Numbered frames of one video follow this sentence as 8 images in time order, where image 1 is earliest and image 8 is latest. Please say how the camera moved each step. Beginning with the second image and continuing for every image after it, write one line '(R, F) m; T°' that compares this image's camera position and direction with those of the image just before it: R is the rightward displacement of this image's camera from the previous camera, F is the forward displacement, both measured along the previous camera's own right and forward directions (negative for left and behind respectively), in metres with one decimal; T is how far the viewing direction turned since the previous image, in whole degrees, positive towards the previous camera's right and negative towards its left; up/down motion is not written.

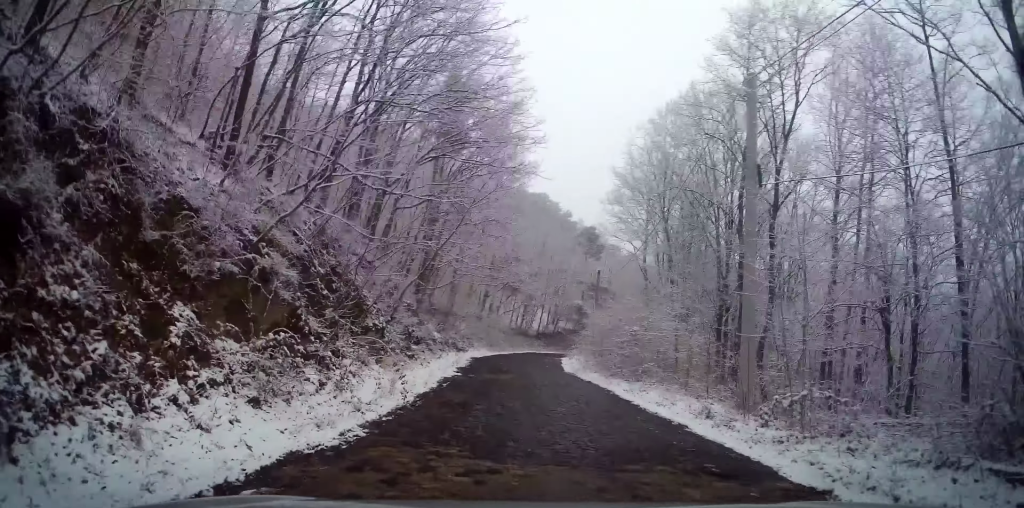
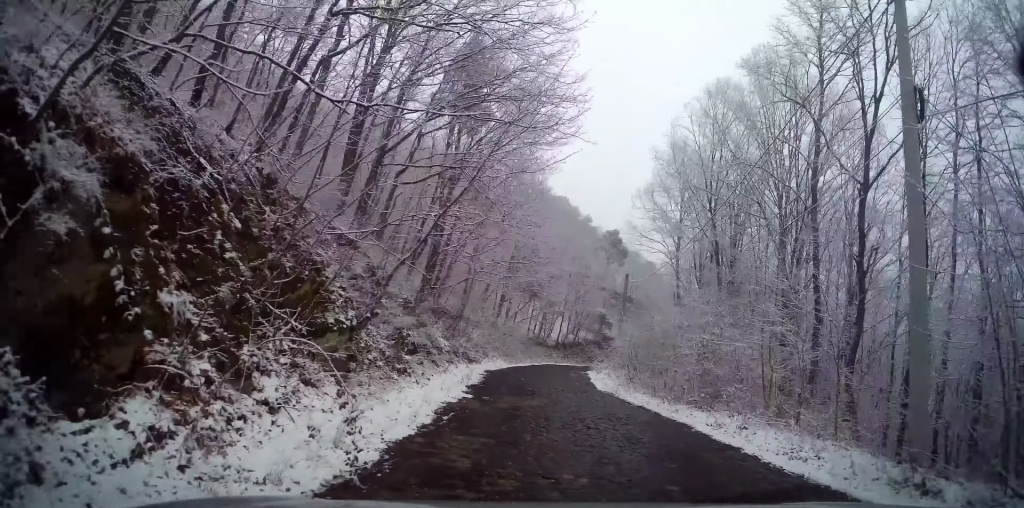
(-0.1, +5.6) m; -4°
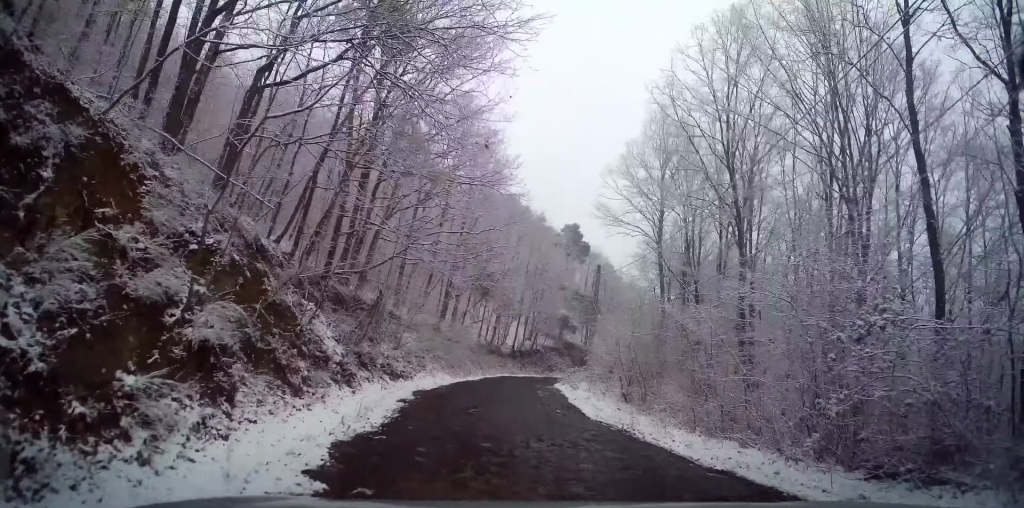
(-0.4, +9.2) m; +1°
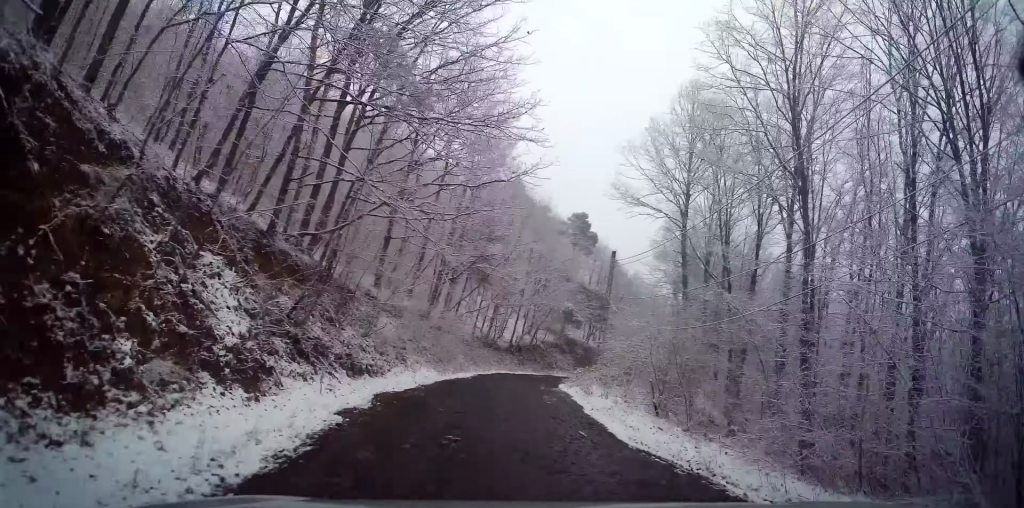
(+0.2, +5.0) m; +3°
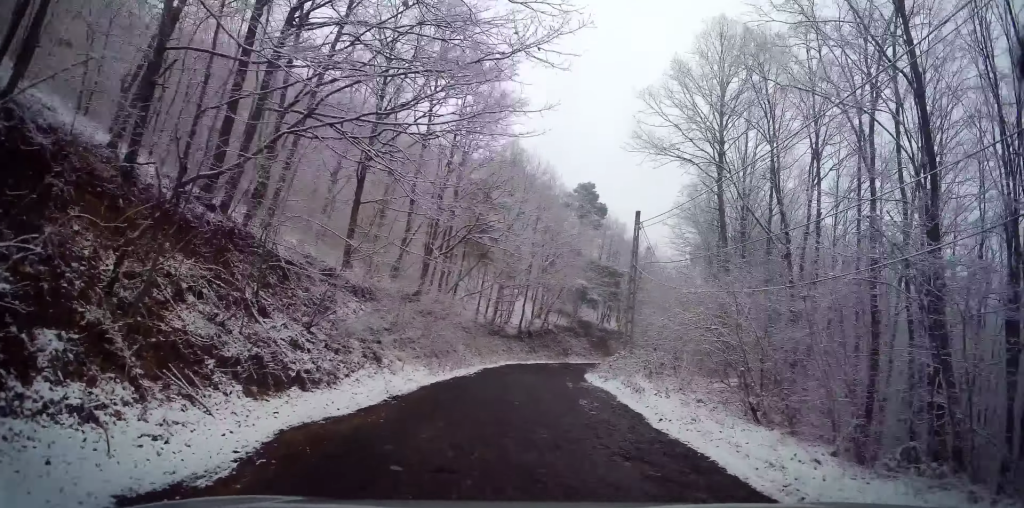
(+0.2, +6.5) m; +1°
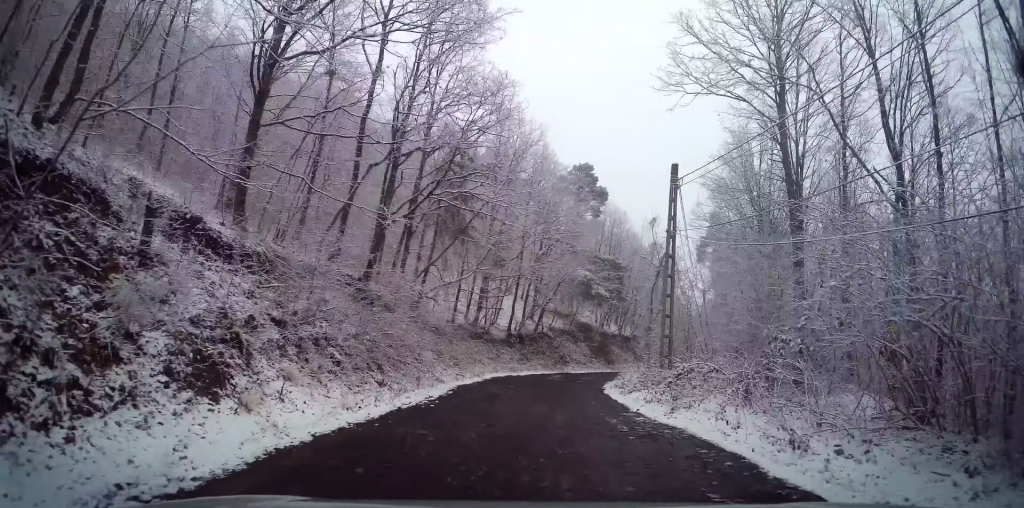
(-0.3, +8.6) m; -2°
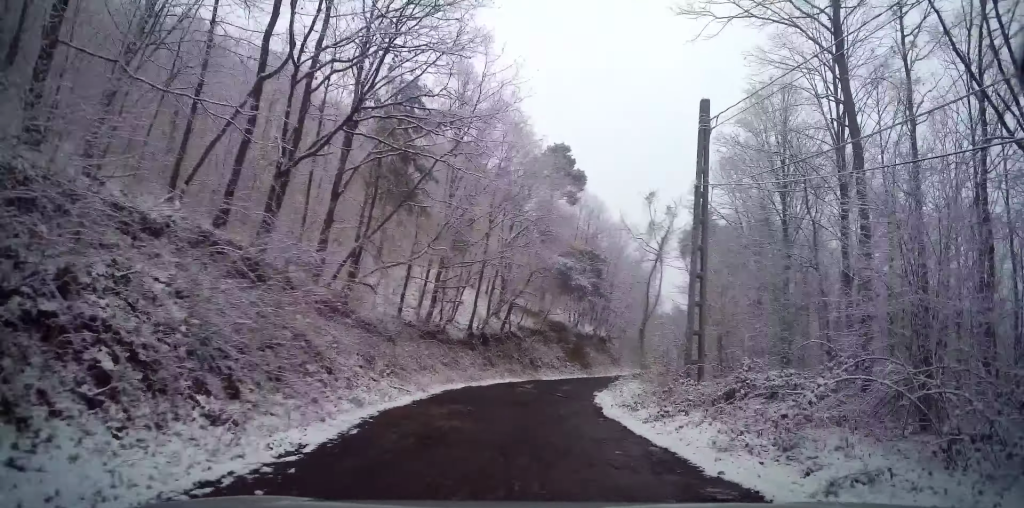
(+0.1, +6.3) m; +3°
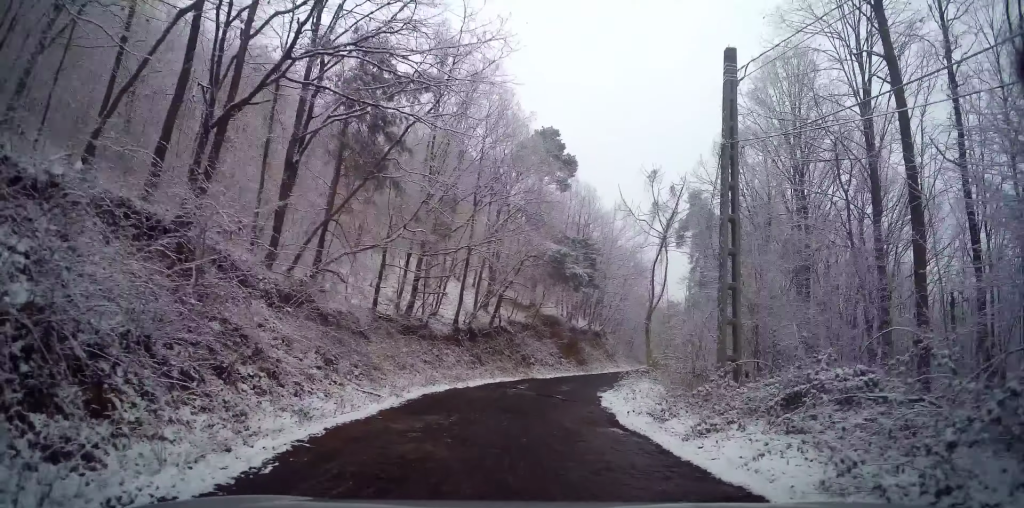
(0.0, +2.7) m; +1°
